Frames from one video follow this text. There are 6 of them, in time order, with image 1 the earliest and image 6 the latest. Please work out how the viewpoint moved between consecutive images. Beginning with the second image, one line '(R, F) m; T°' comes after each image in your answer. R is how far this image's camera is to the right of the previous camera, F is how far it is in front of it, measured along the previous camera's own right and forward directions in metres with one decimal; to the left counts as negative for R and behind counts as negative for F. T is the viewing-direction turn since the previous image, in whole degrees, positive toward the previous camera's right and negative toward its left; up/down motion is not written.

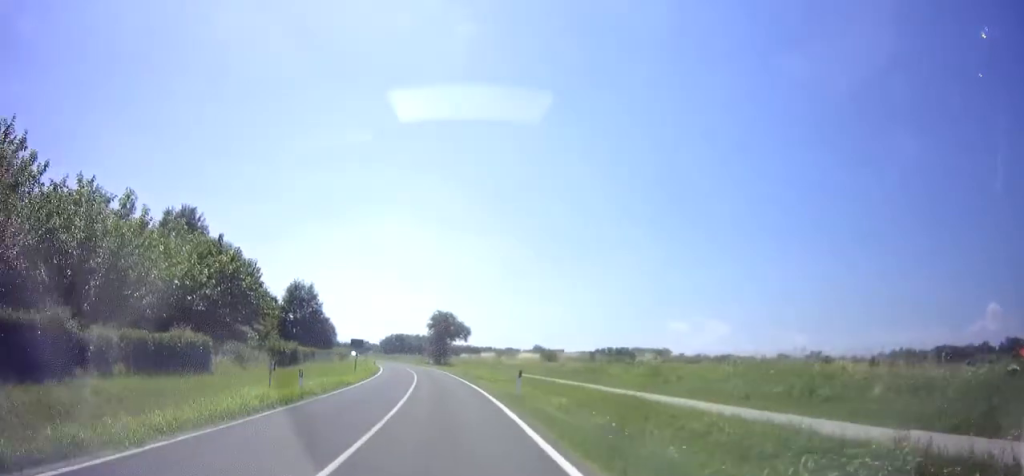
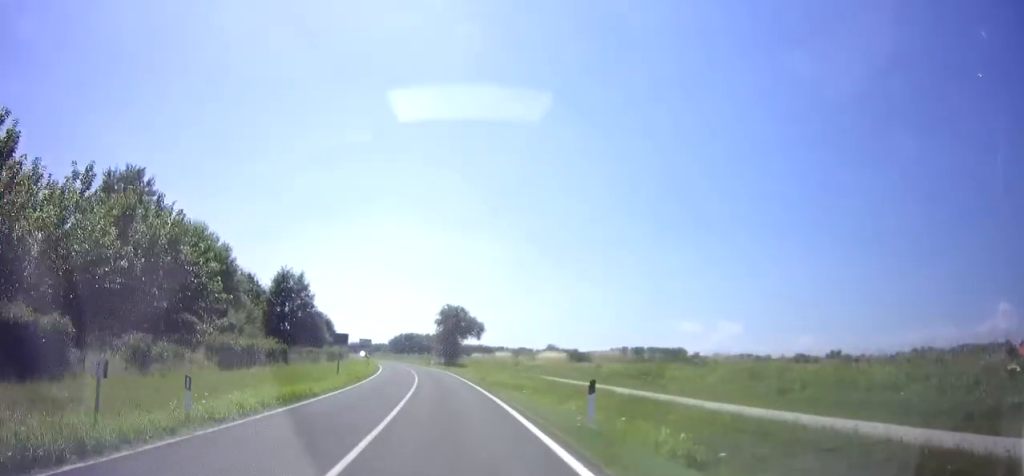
(-0.2, +8.3) m; -1°
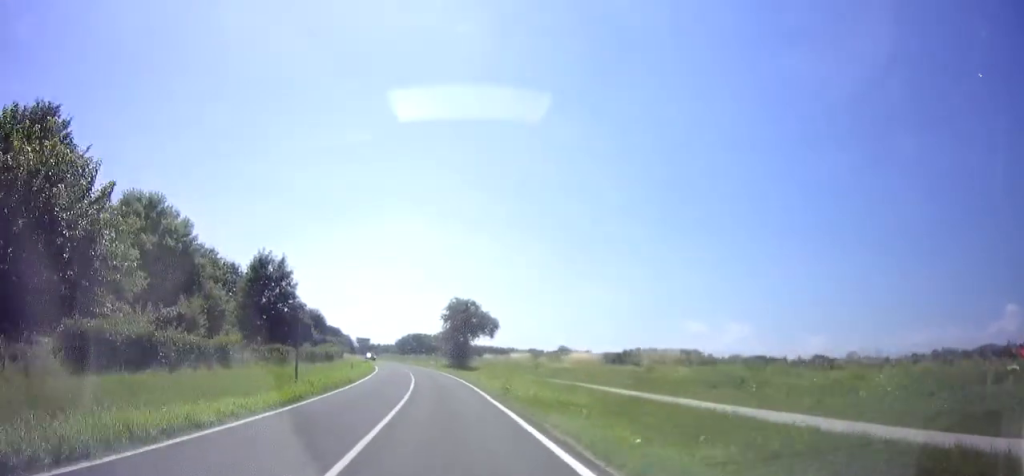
(-0.2, +9.4) m; -1°
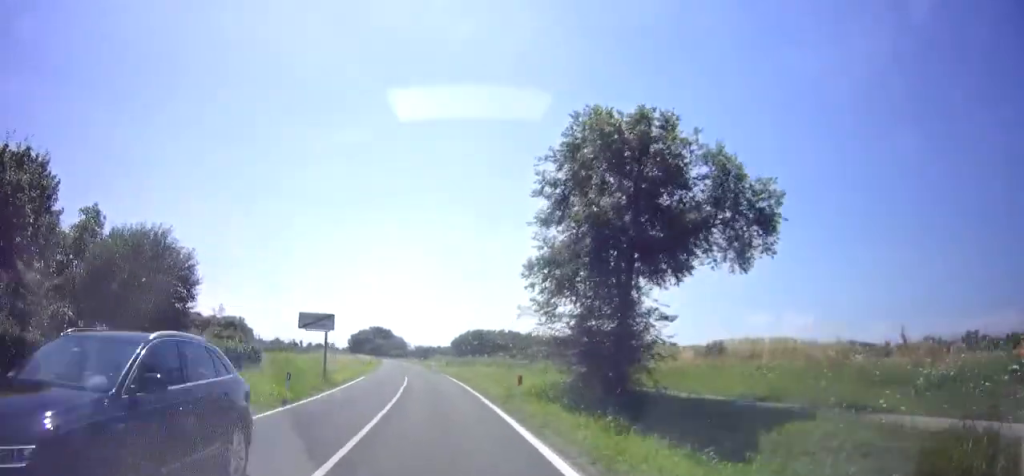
(-2.4, +43.5) m; -7°
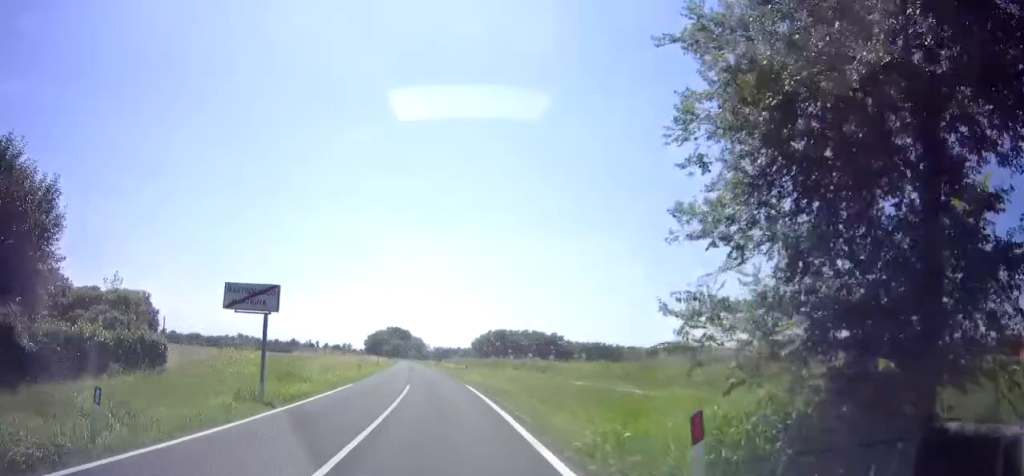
(-0.1, +11.1) m; -2°
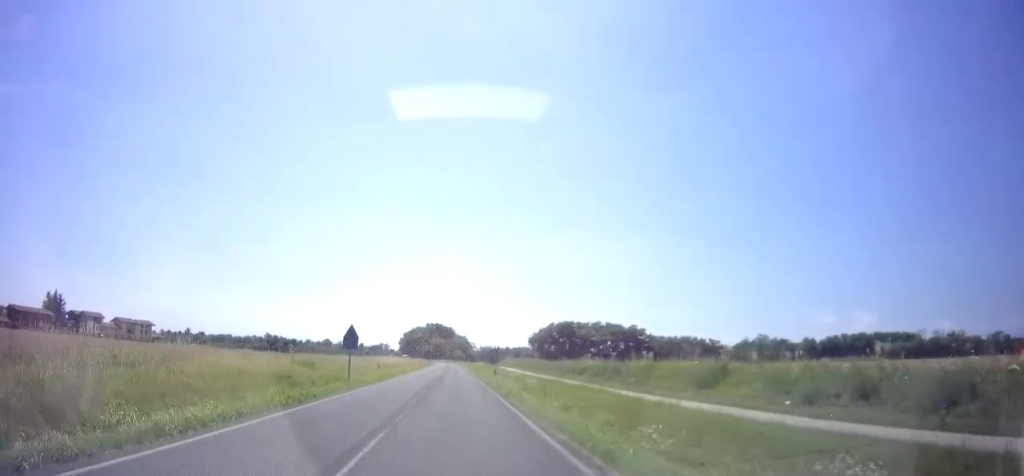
(-1.4, +37.5) m; -3°
